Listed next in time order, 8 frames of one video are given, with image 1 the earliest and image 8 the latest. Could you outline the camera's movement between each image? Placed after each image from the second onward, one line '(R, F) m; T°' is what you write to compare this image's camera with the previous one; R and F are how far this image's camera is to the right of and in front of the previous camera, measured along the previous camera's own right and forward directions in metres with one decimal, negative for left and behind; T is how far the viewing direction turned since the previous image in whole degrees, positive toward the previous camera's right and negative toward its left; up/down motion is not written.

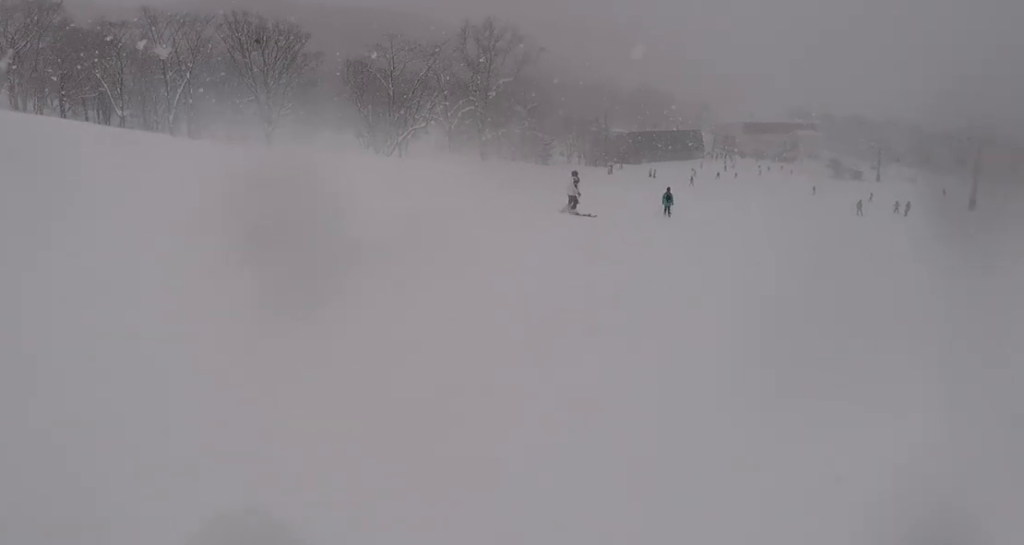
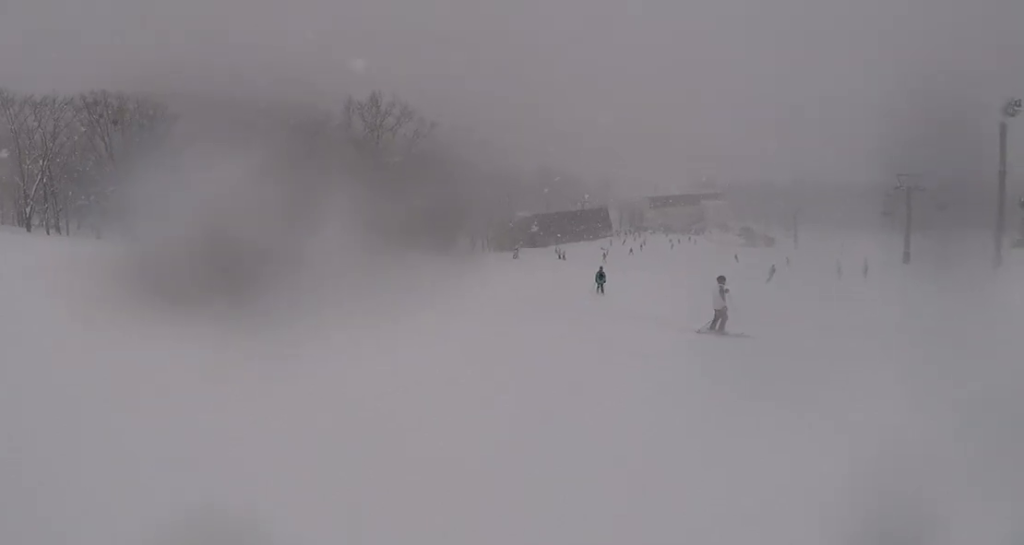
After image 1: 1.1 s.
(+0.7, +10.4) m; +2°
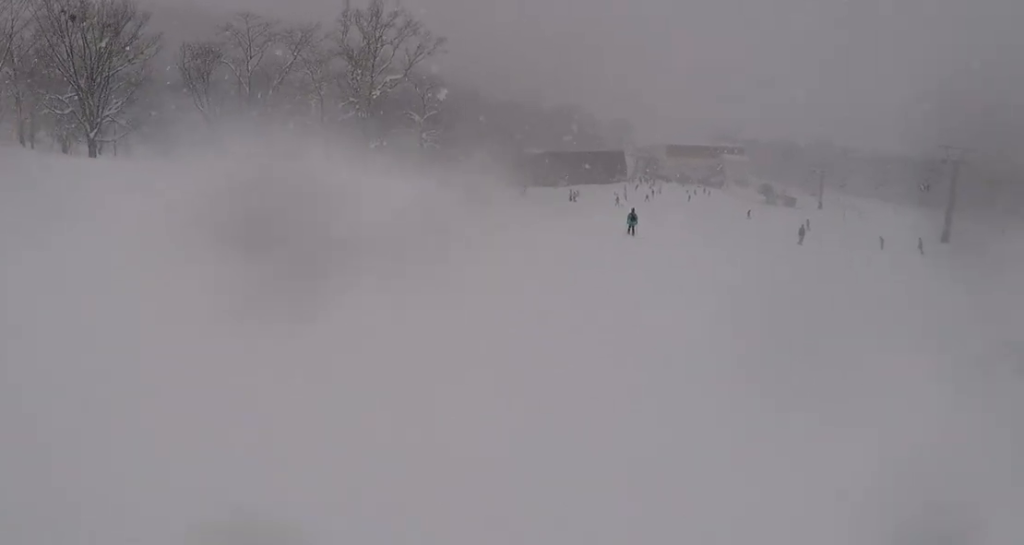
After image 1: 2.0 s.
(-0.3, +8.5) m; 0°
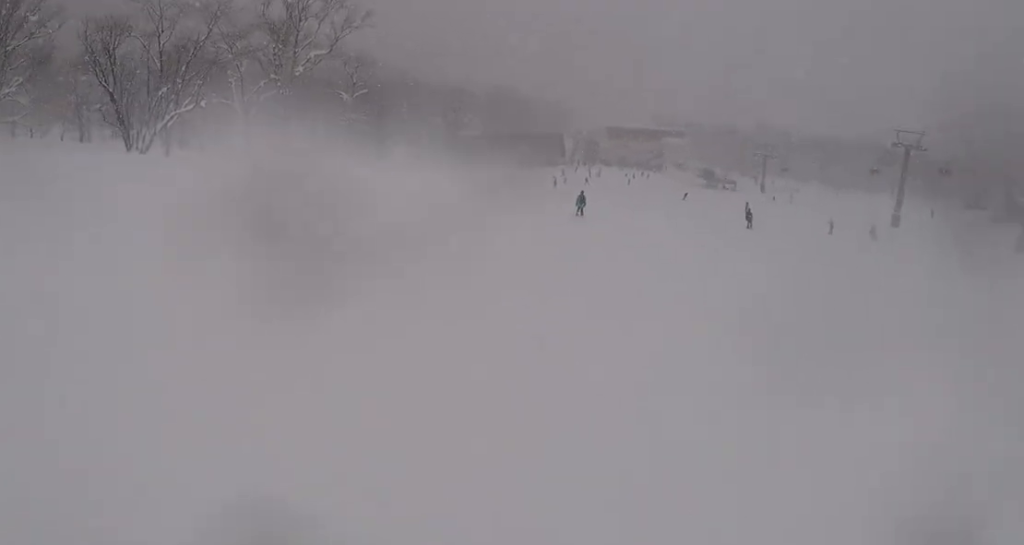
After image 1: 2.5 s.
(-0.1, +4.8) m; +1°
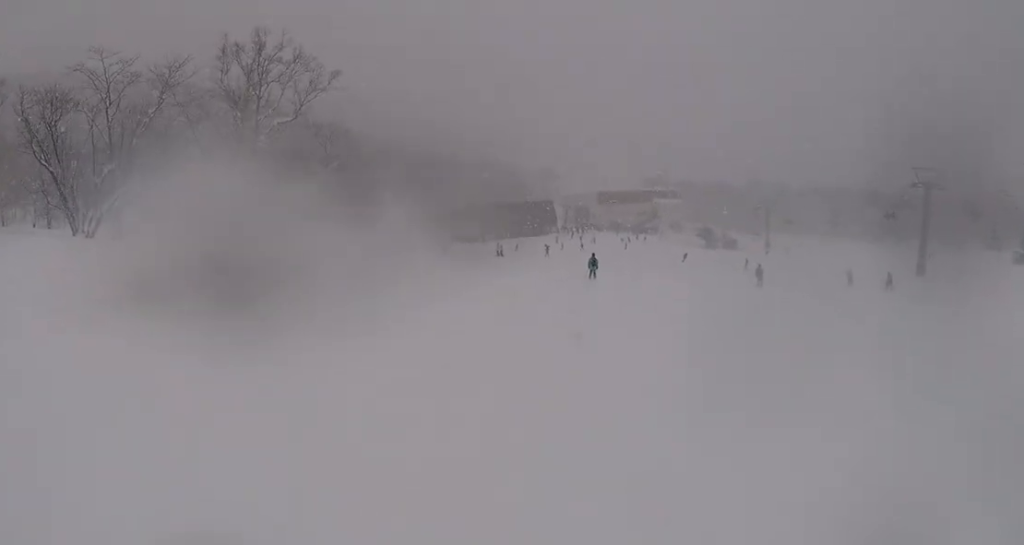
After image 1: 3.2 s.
(+0.4, +7.3) m; +3°
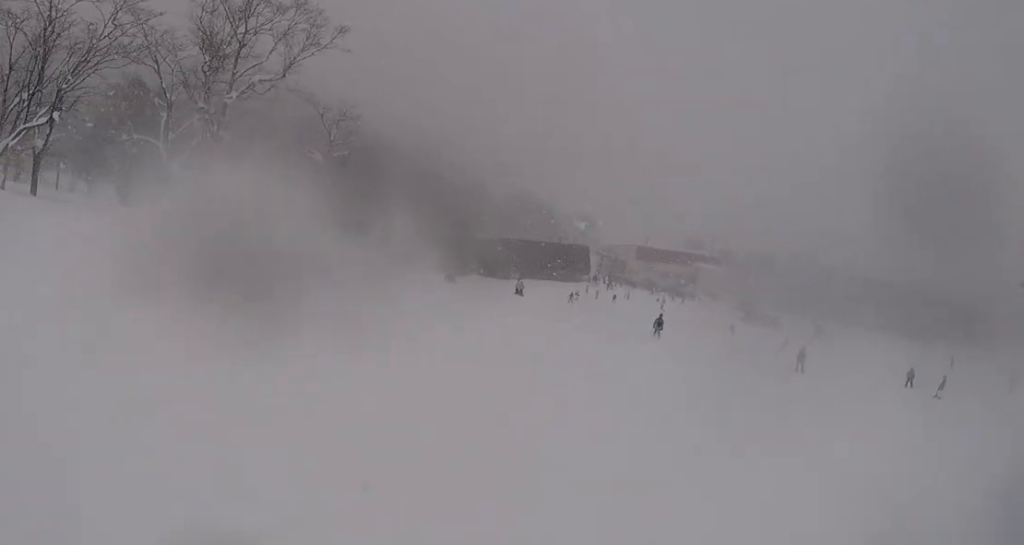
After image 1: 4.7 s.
(+0.1, +14.9) m; 0°
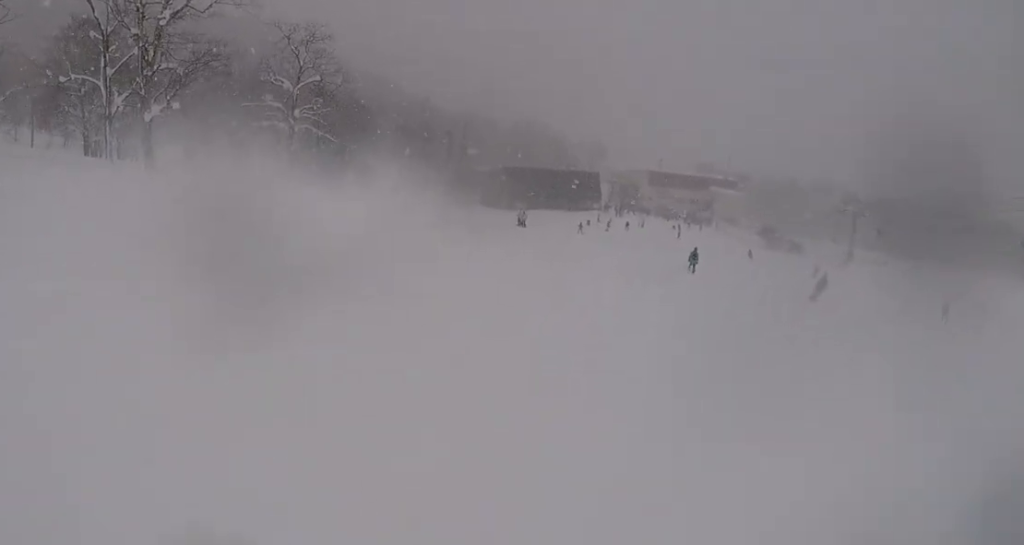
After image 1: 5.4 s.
(0.0, +7.2) m; 0°
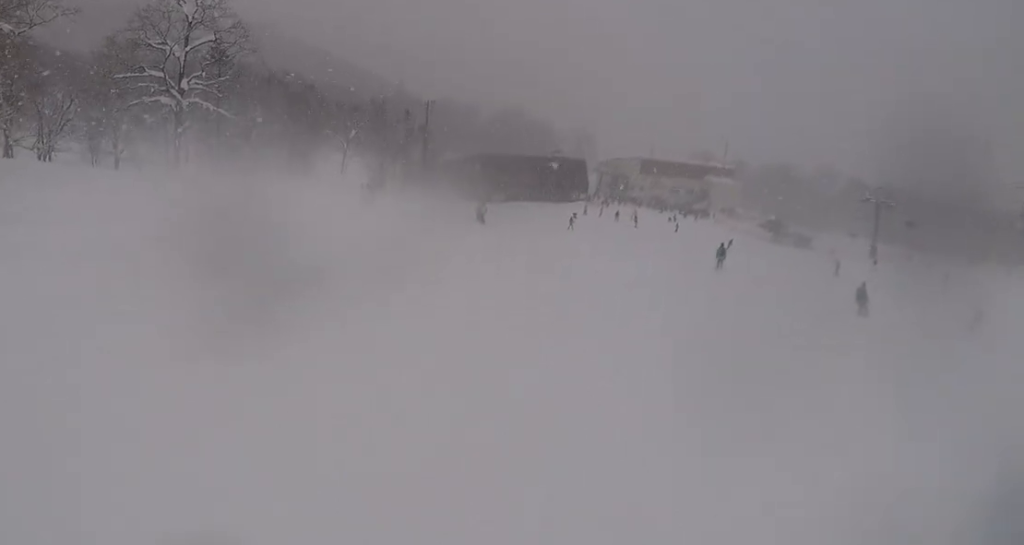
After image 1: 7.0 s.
(0.0, +15.7) m; +4°
